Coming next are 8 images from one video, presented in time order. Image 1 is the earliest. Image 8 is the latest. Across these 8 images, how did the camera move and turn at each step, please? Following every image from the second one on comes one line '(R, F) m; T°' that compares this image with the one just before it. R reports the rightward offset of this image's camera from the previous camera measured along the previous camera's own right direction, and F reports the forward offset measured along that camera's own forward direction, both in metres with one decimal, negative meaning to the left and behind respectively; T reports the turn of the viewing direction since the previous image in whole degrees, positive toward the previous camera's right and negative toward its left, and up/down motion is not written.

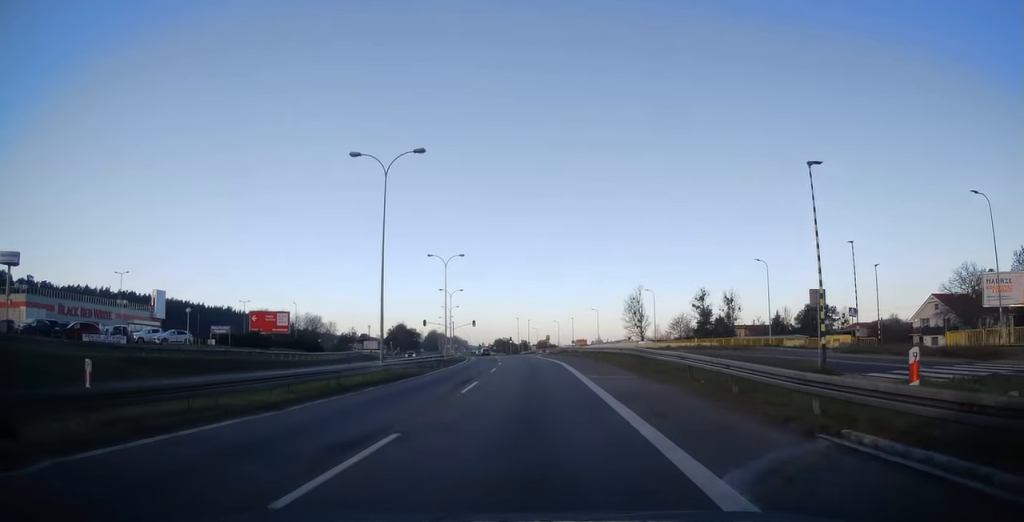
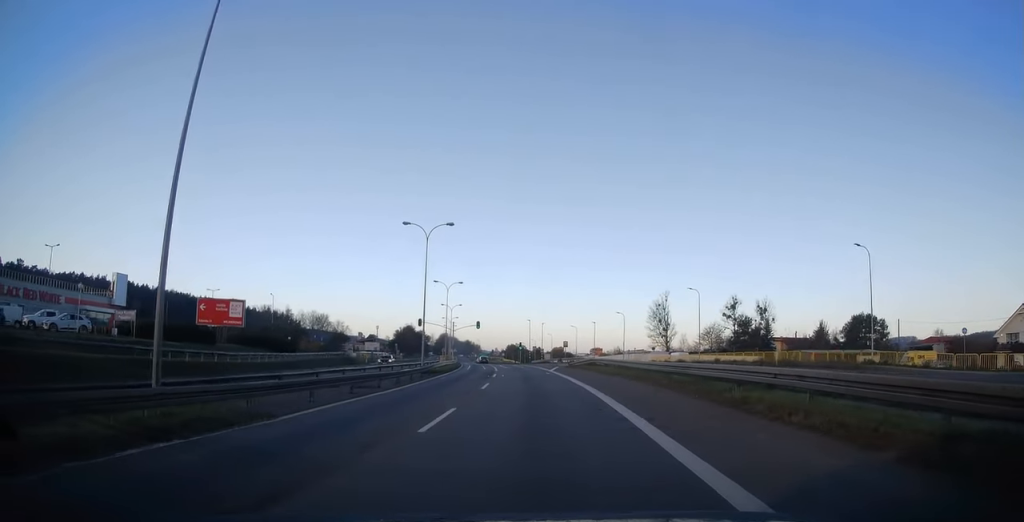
(-0.6, +19.0) m; -1°
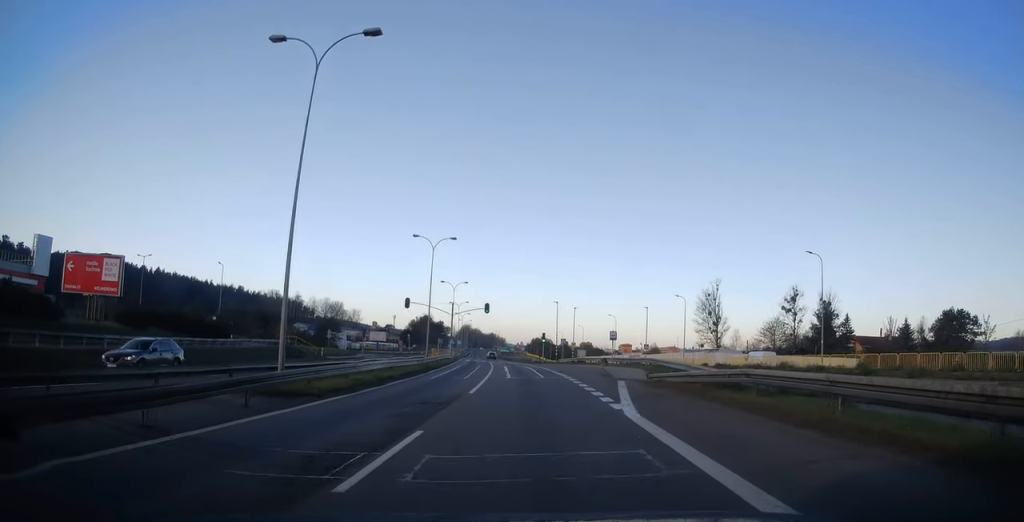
(-0.2, +28.6) m; -2°
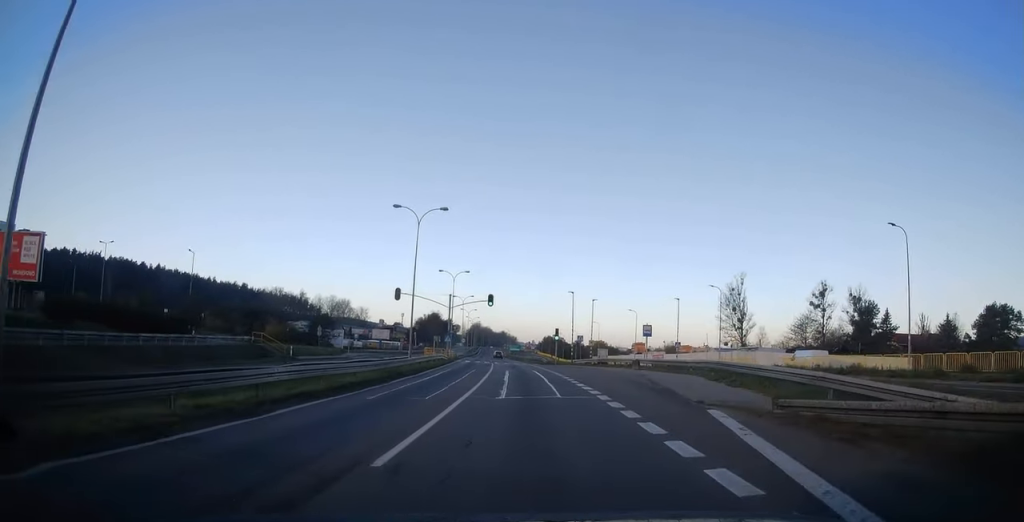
(0.0, +11.2) m; -1°
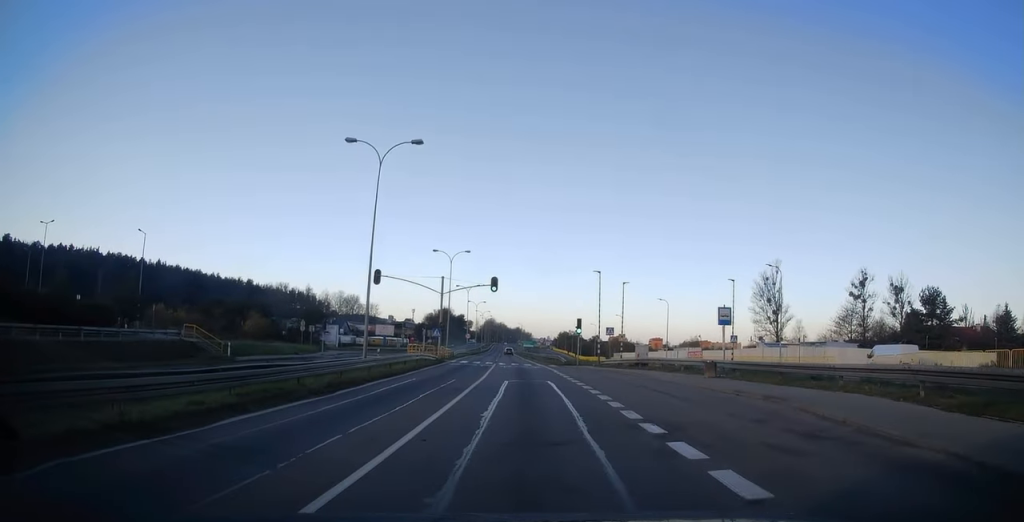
(-0.3, +13.9) m; -2°
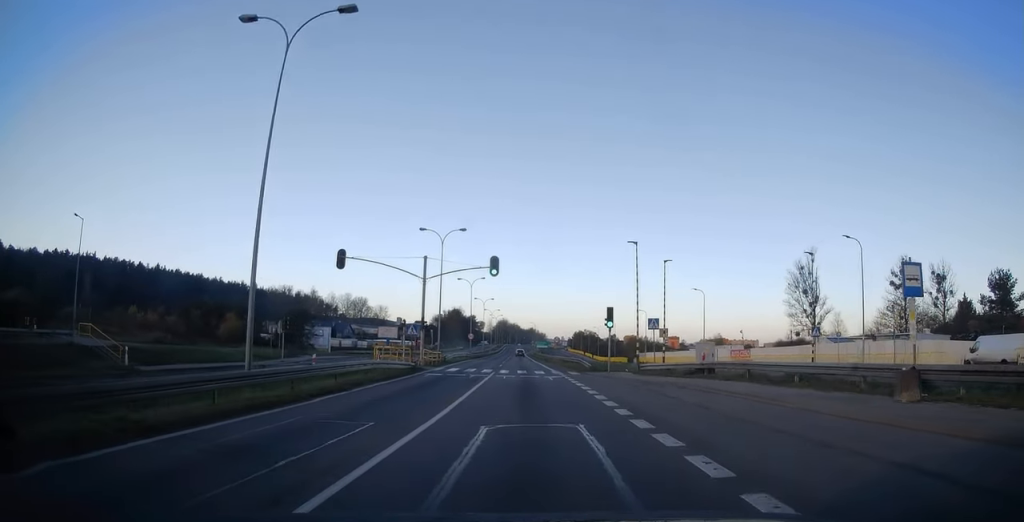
(-0.3, +12.9) m; -2°
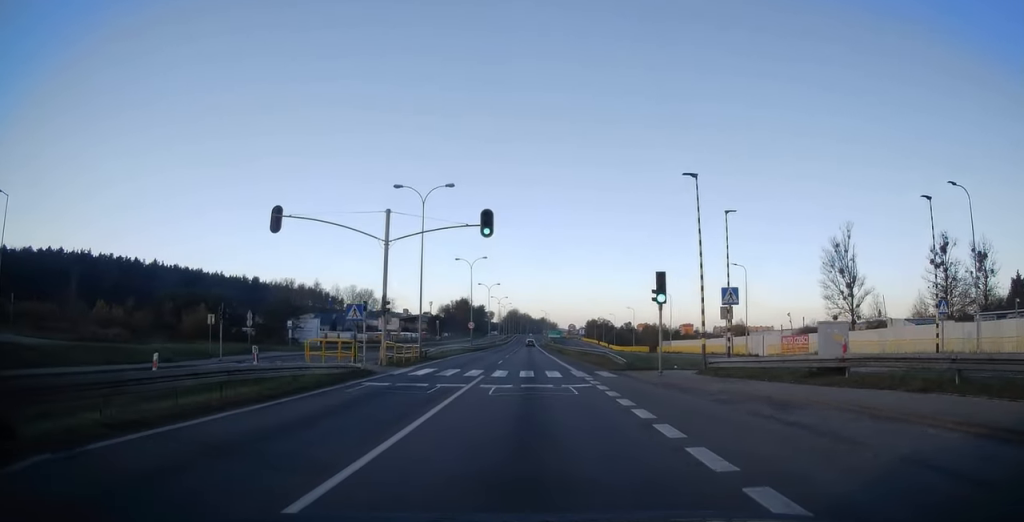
(-0.2, +11.8) m; -1°
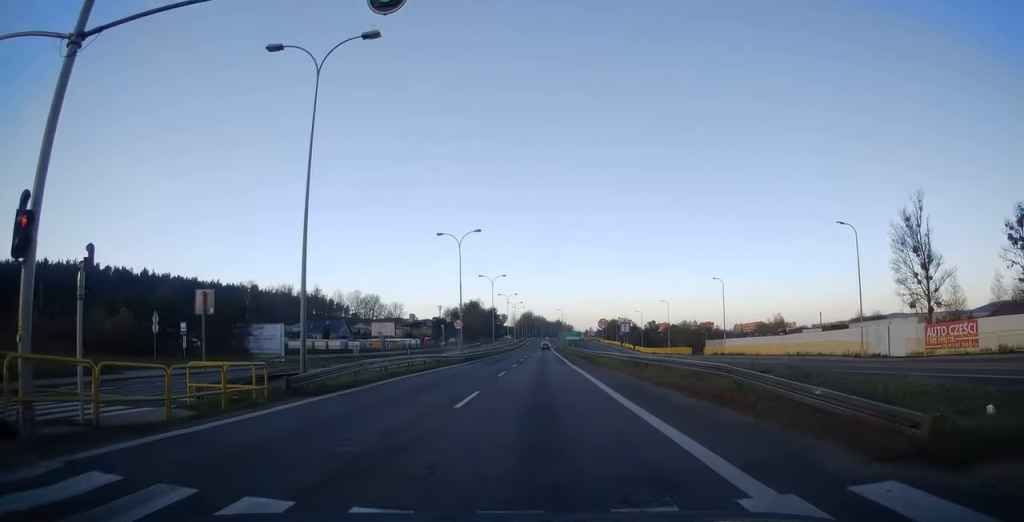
(0.0, +21.0) m; 0°
